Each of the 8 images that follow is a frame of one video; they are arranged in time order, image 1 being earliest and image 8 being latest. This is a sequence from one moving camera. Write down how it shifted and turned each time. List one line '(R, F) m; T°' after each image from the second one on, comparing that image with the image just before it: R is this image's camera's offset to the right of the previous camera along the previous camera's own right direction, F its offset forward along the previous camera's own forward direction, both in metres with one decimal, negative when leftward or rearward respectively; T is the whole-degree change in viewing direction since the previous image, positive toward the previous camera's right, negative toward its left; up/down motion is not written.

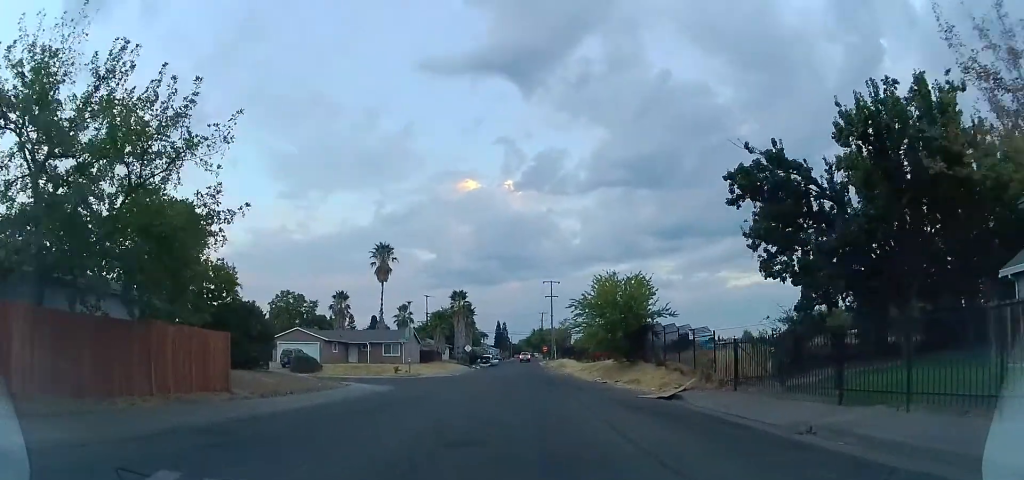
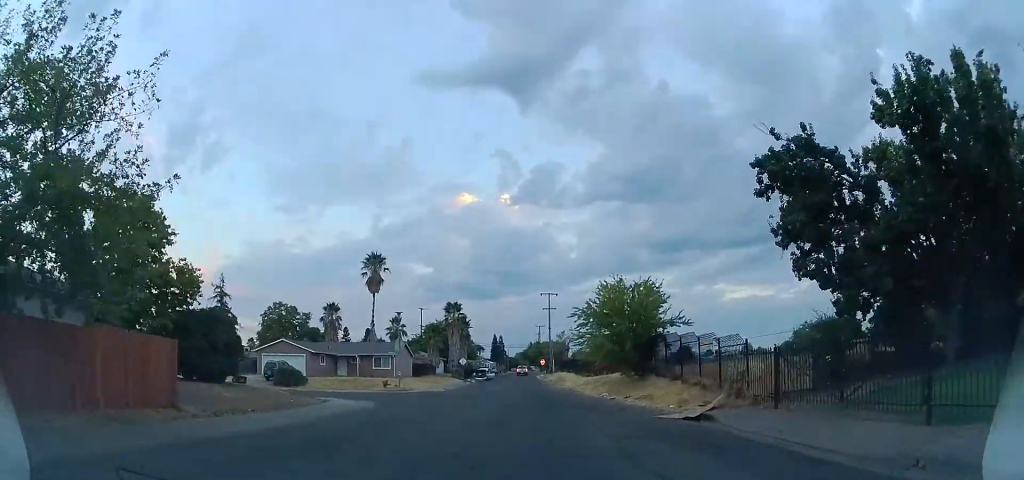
(0.0, +2.6) m; 0°
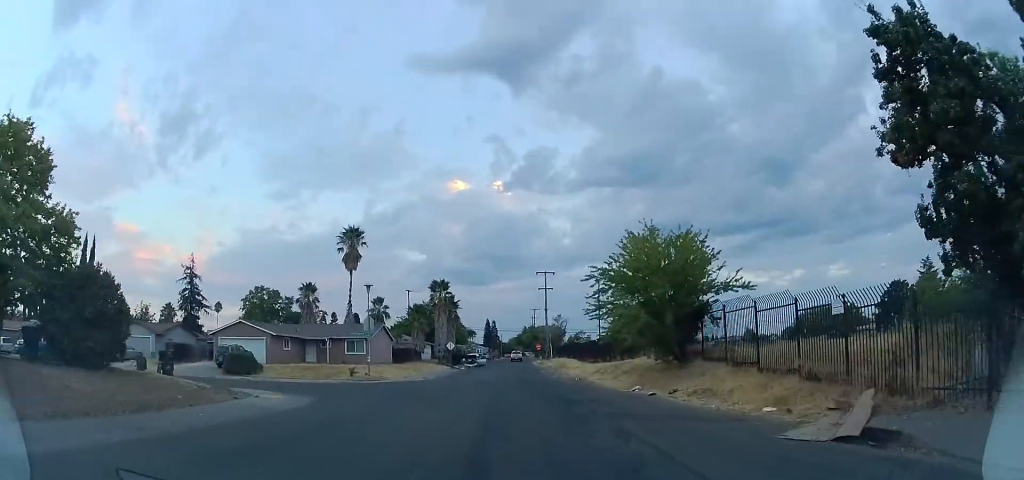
(0.0, +6.3) m; -3°
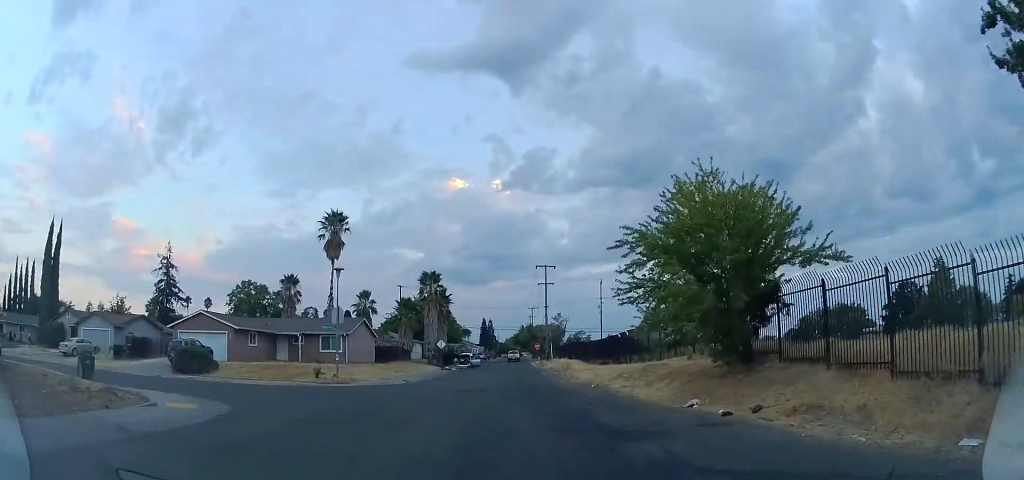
(-0.3, +5.6) m; -1°
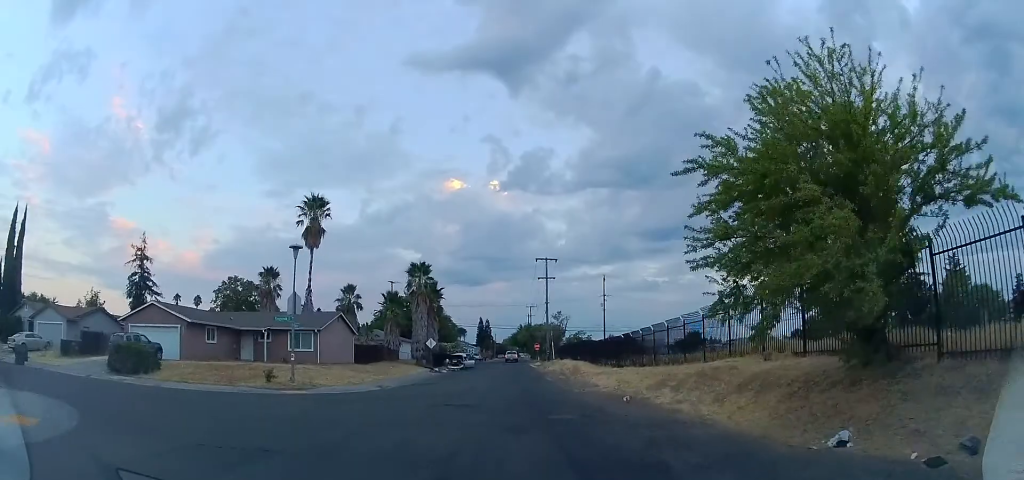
(+0.1, +6.1) m; +2°
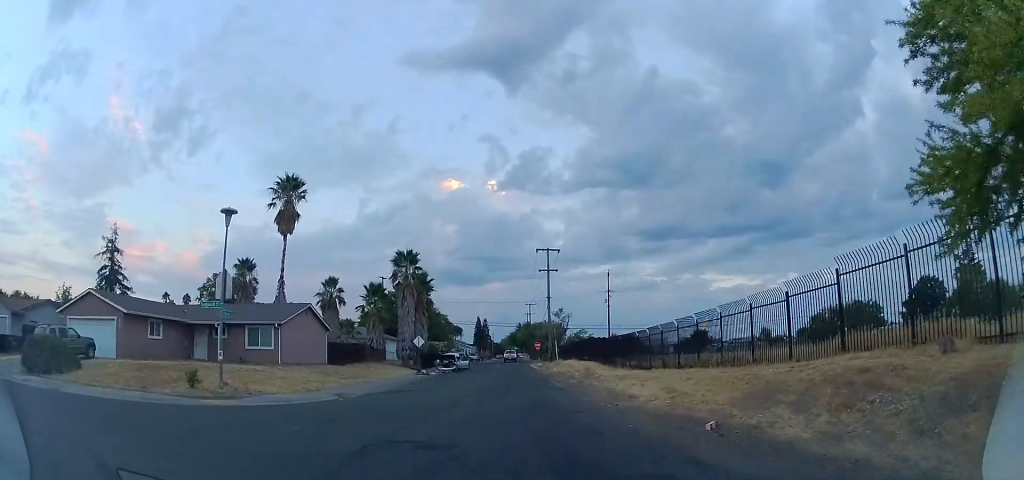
(+0.2, +6.6) m; +1°
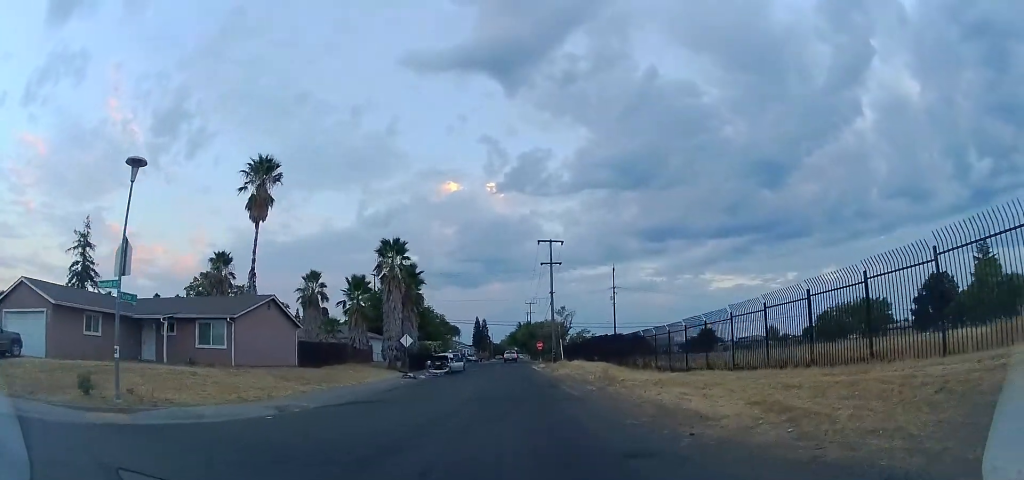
(0.0, +5.7) m; -2°
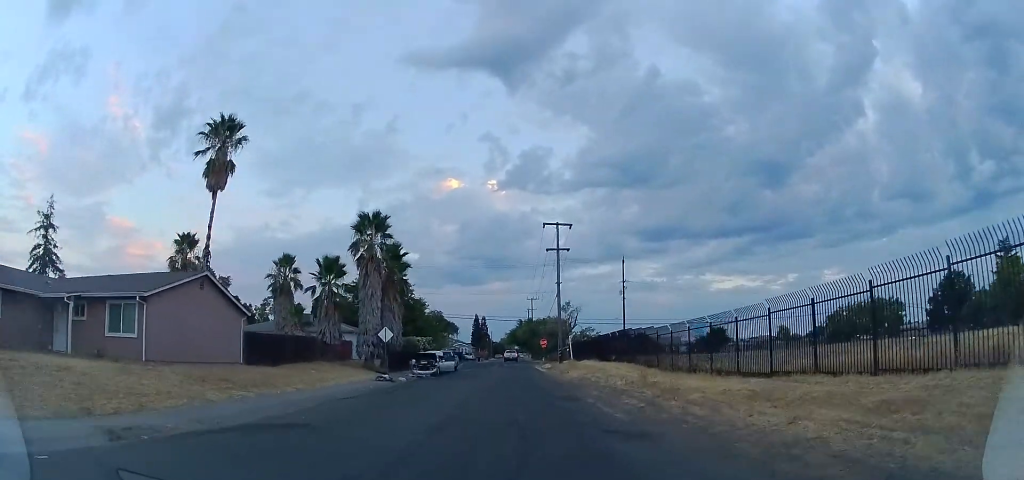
(-0.2, +7.1) m; -4°
